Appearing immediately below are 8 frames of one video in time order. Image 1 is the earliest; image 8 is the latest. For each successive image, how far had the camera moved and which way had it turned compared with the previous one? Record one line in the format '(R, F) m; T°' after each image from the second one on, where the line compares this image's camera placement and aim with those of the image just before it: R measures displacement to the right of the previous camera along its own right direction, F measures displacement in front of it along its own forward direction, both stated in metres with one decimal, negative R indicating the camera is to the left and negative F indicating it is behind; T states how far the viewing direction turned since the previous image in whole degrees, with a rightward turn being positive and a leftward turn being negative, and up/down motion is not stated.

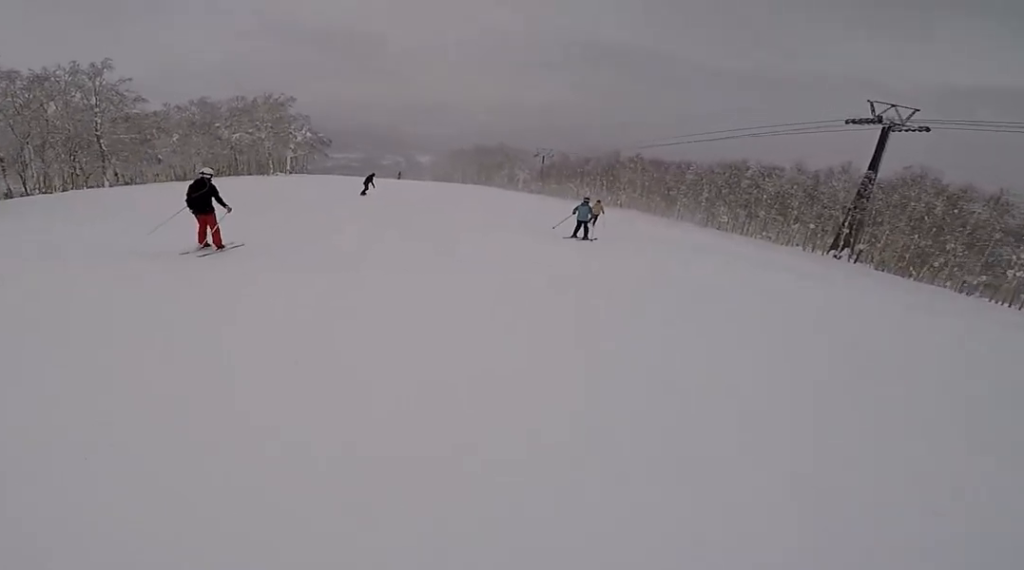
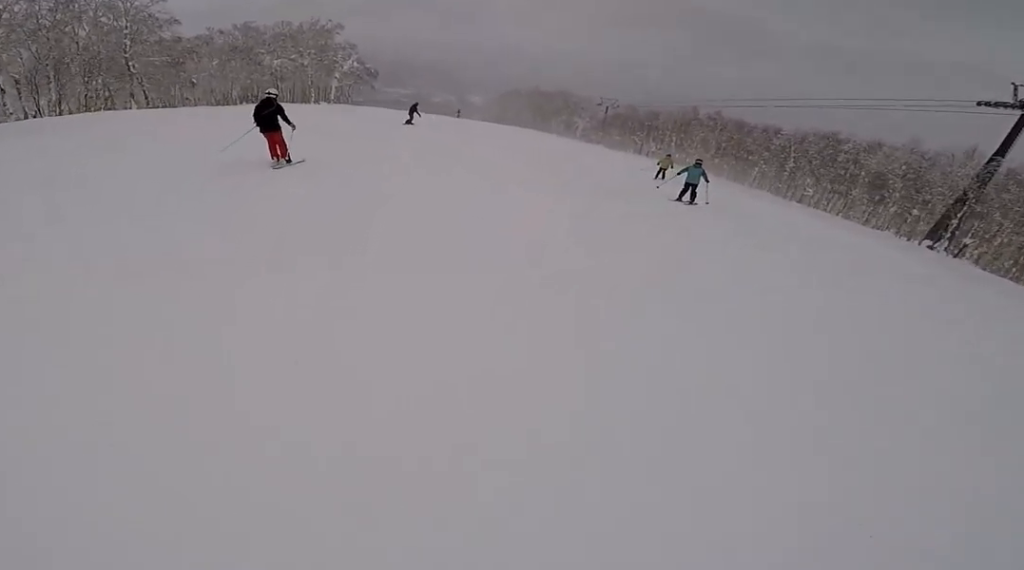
(-0.5, +2.7) m; -6°
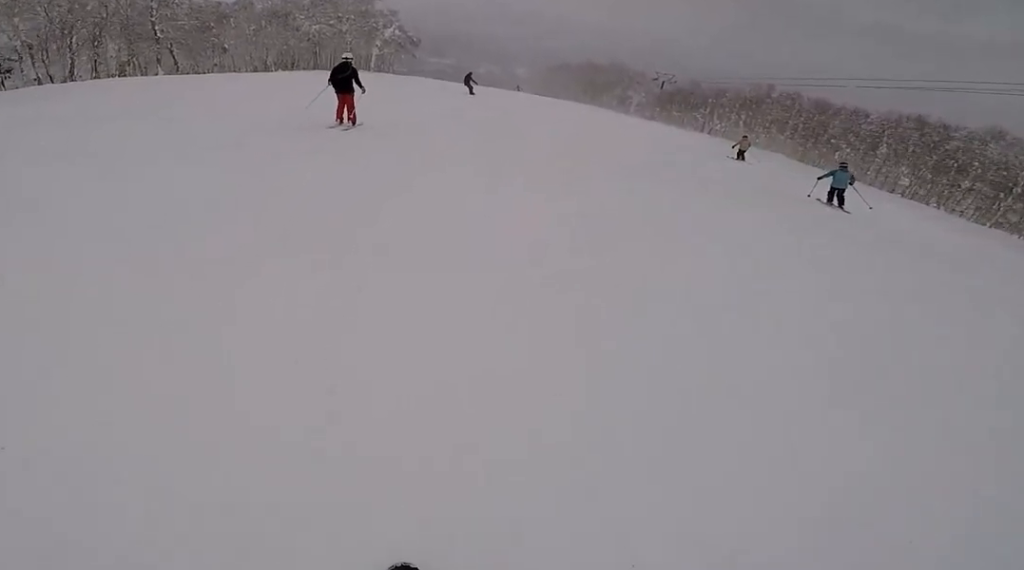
(-0.3, +3.6) m; -4°
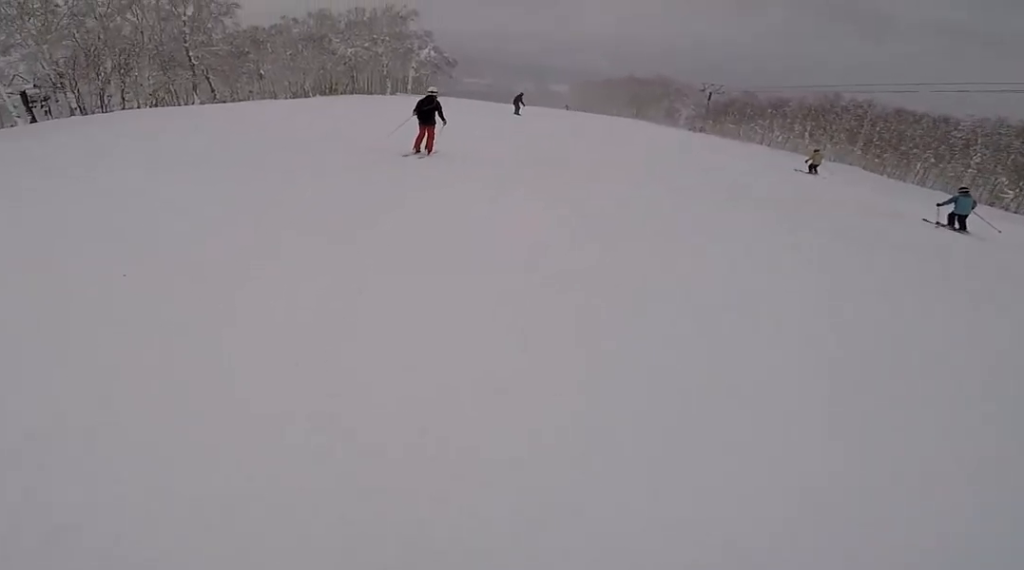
(0.0, +2.8) m; 0°
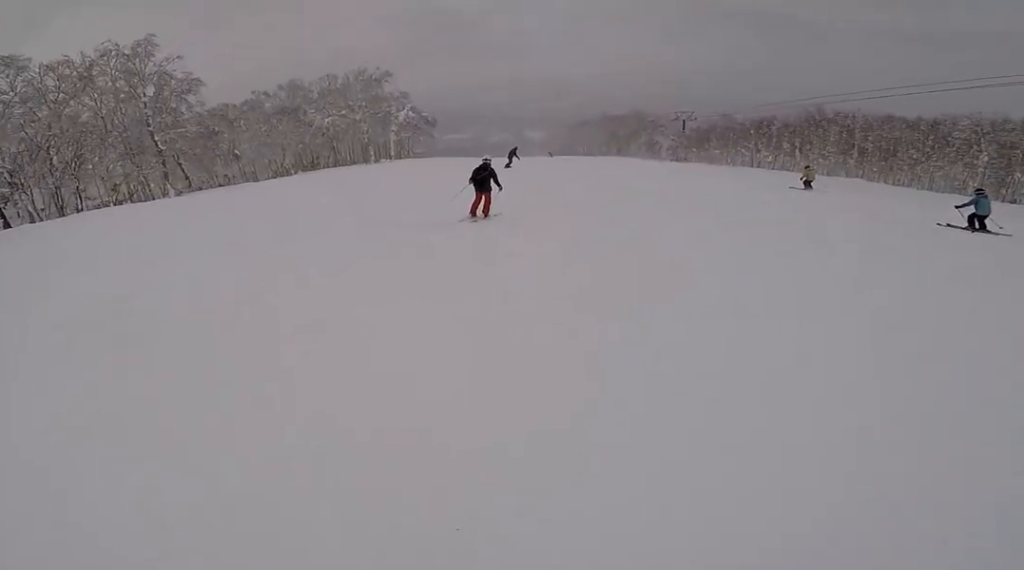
(0.0, +3.1) m; +2°
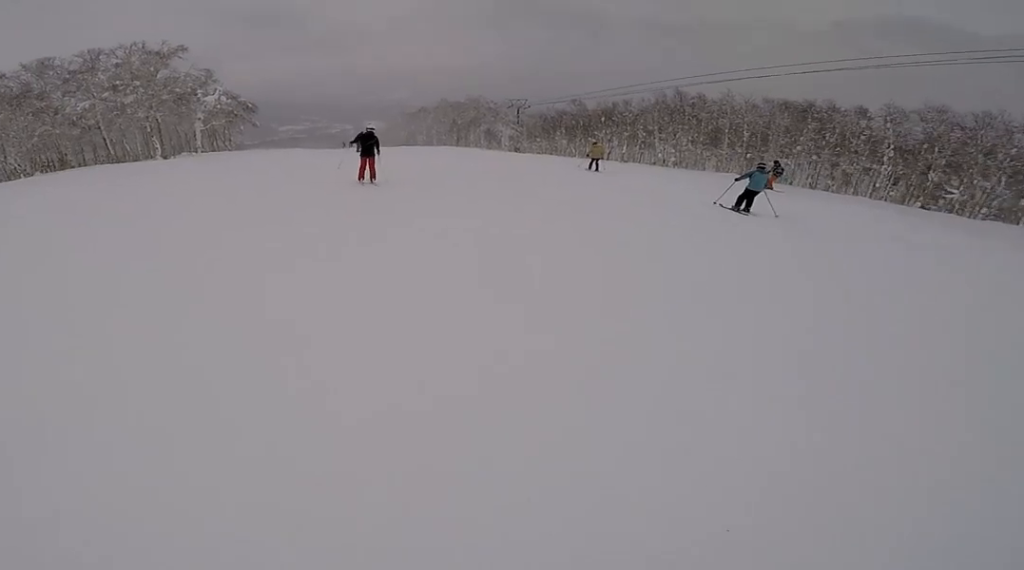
(+1.8, +12.0) m; +8°
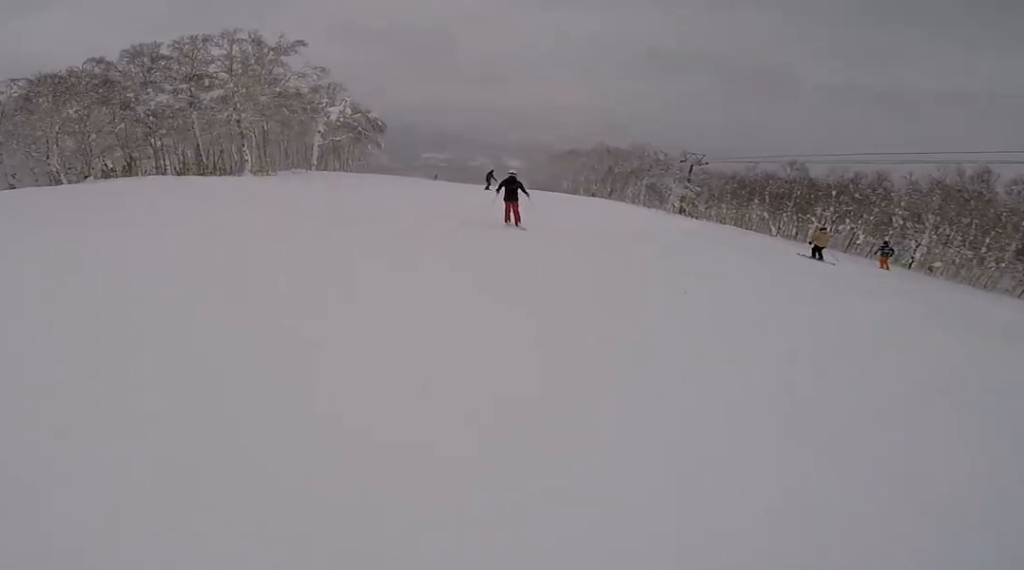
(-0.6, +11.6) m; -8°
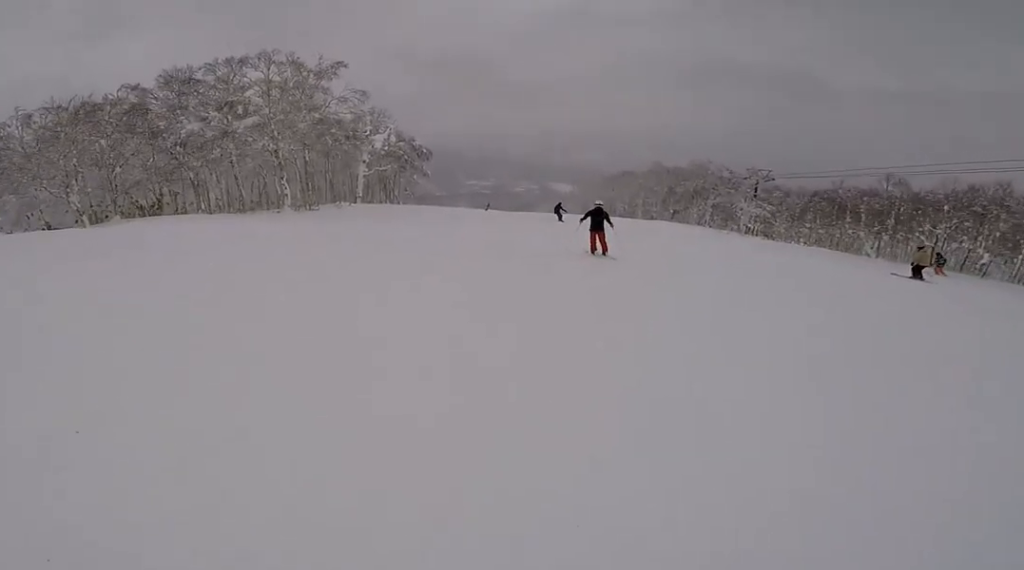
(-0.3, +4.4) m; -5°
